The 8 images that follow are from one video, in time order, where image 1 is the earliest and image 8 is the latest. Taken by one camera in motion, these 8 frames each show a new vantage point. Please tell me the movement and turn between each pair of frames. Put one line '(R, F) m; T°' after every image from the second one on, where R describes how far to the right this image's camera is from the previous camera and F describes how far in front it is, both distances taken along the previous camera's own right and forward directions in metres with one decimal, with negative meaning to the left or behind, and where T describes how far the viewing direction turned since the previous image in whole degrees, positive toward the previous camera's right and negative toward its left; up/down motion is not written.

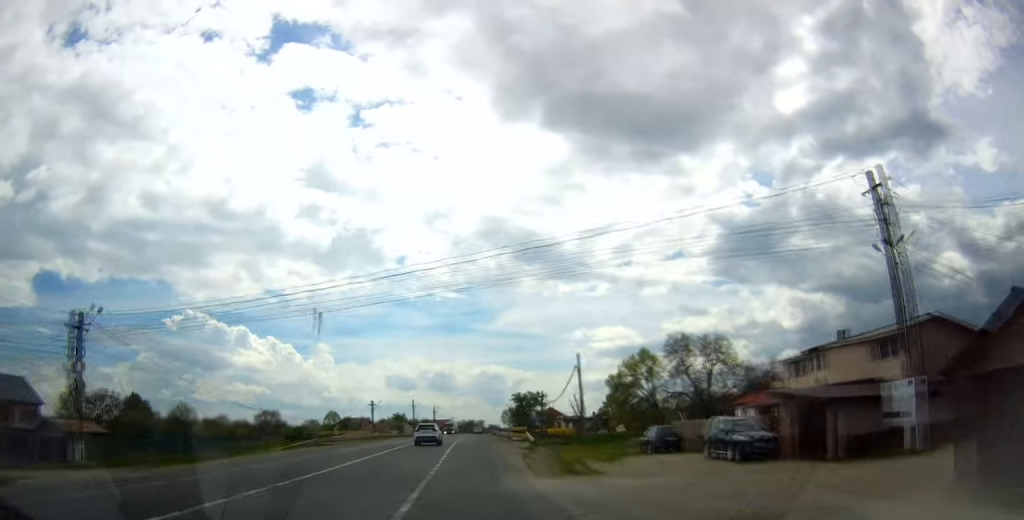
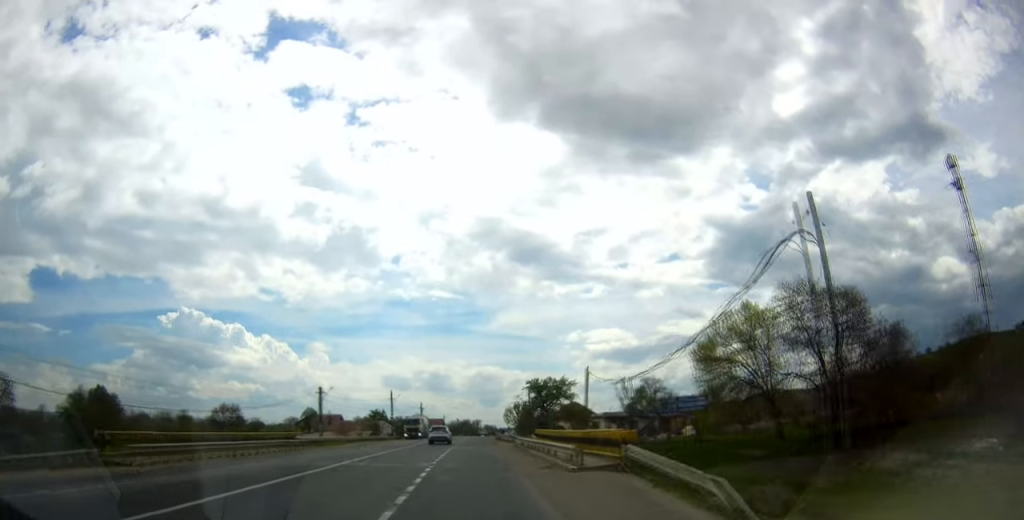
(-0.5, +31.7) m; +1°
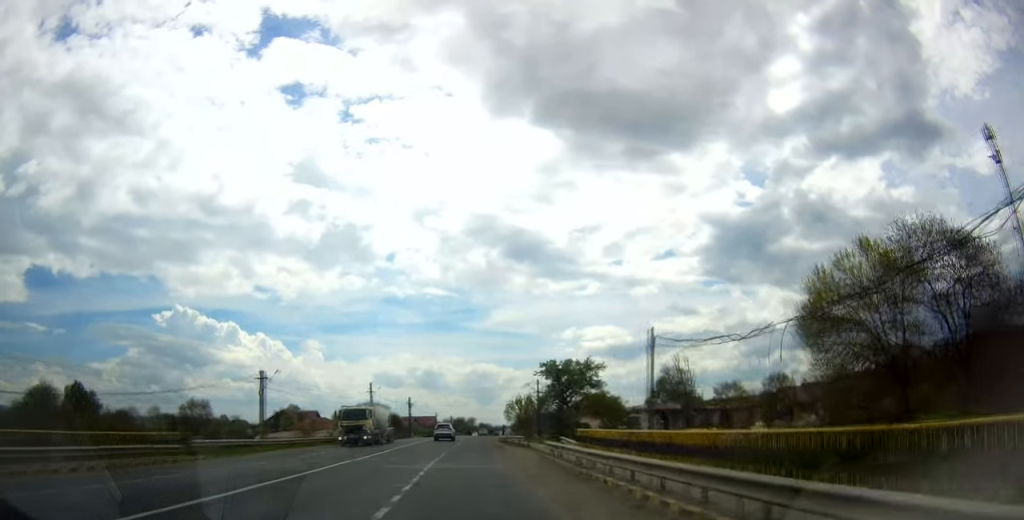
(+0.5, +17.9) m; +2°
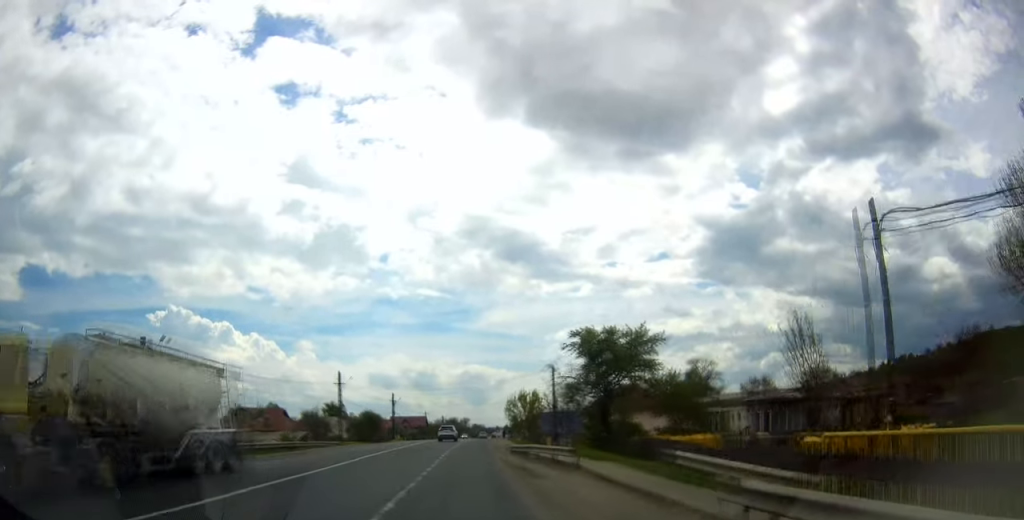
(+0.2, +18.7) m; 0°
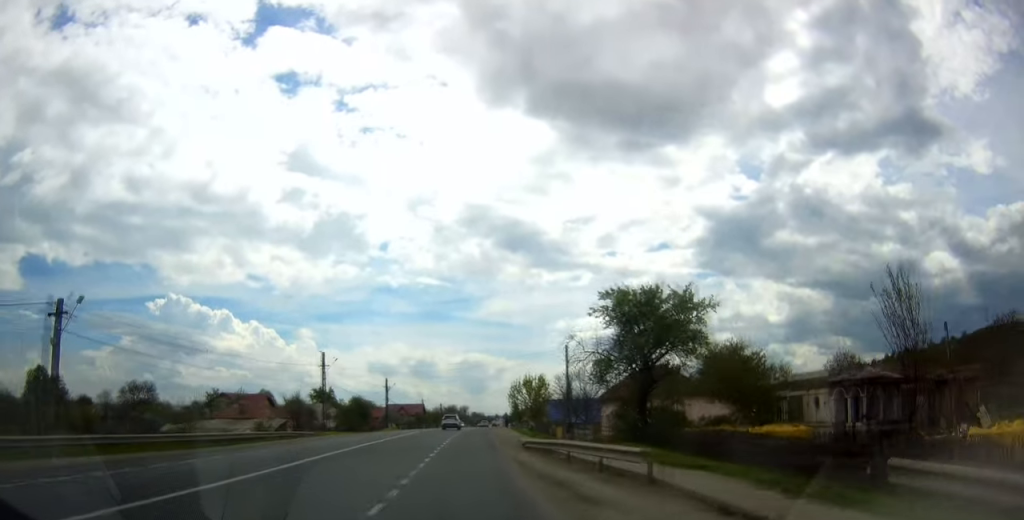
(-0.1, +8.2) m; 0°
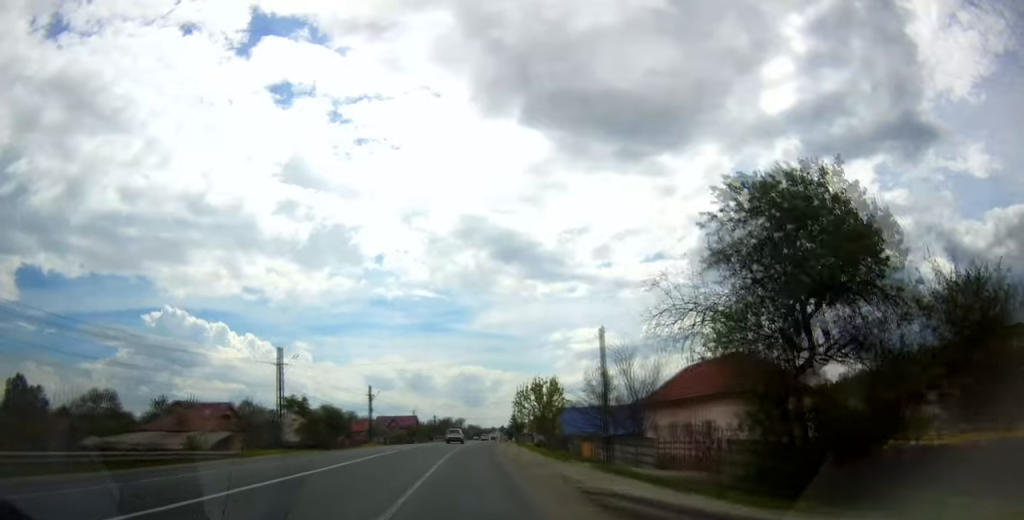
(-0.1, +14.3) m; 0°
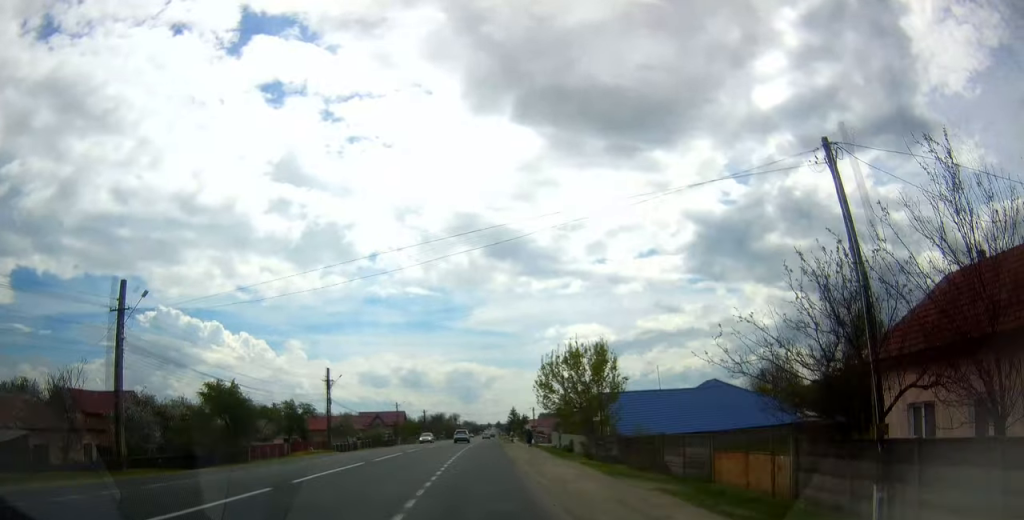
(+0.3, +25.0) m; +1°
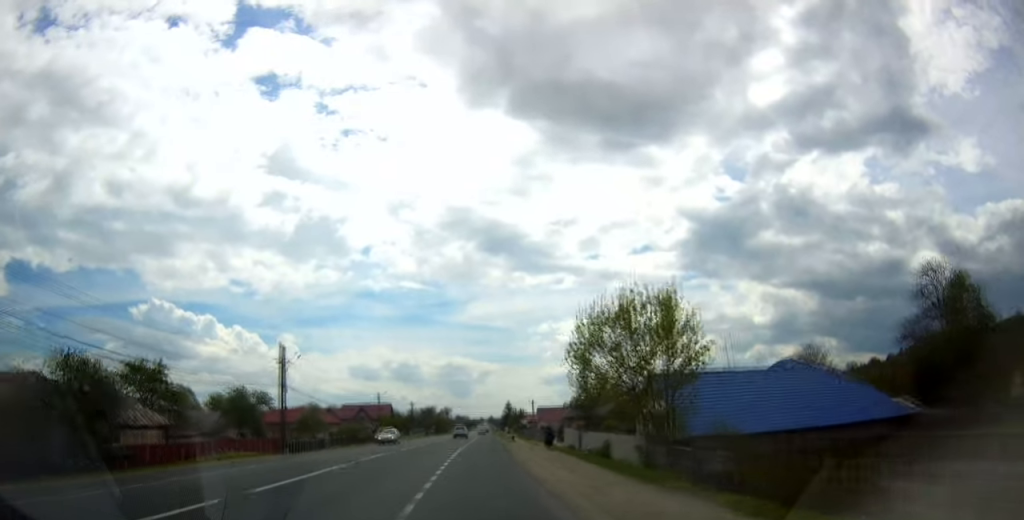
(+0.1, +14.6) m; 0°
